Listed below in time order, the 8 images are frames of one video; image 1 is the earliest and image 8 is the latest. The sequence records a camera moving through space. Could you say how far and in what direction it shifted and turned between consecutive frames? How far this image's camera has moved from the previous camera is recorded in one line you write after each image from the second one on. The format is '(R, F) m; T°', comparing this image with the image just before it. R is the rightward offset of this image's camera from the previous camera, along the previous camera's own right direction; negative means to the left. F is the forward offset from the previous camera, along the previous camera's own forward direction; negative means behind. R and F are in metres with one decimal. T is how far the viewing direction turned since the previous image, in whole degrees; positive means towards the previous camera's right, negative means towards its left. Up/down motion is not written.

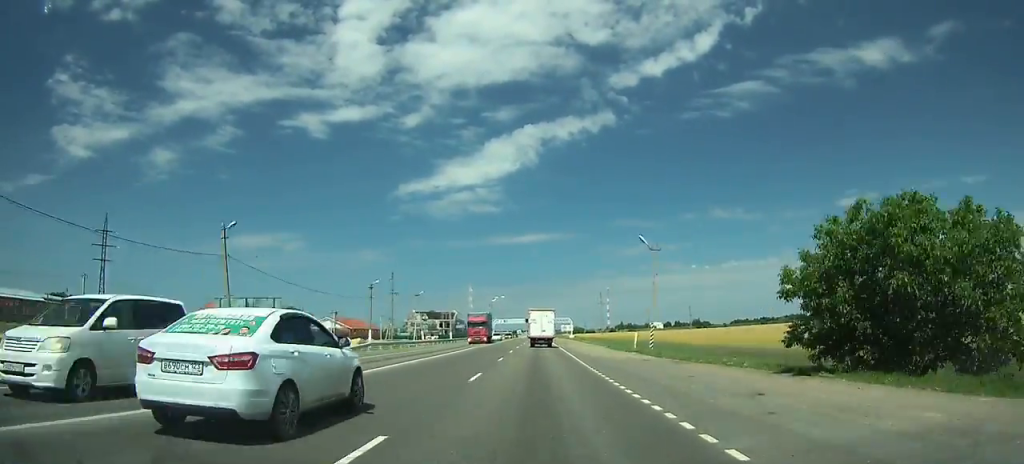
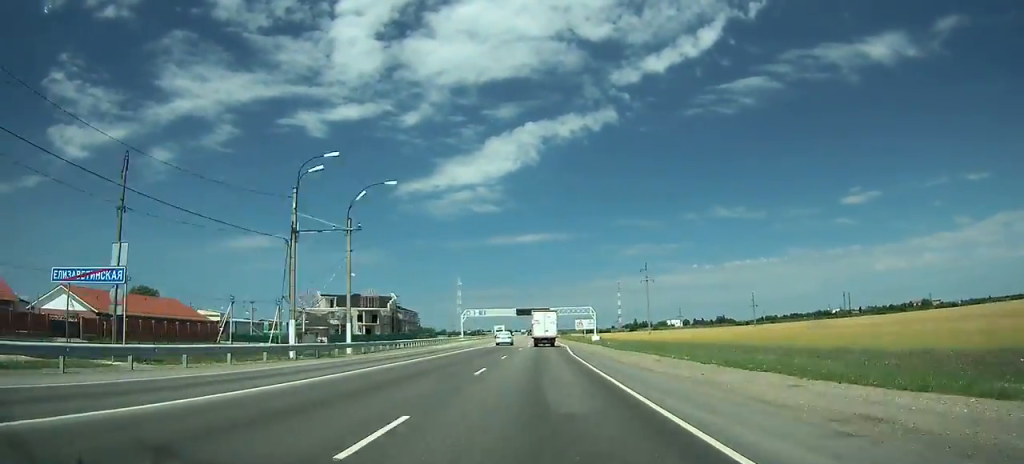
(-0.3, +118.4) m; 0°
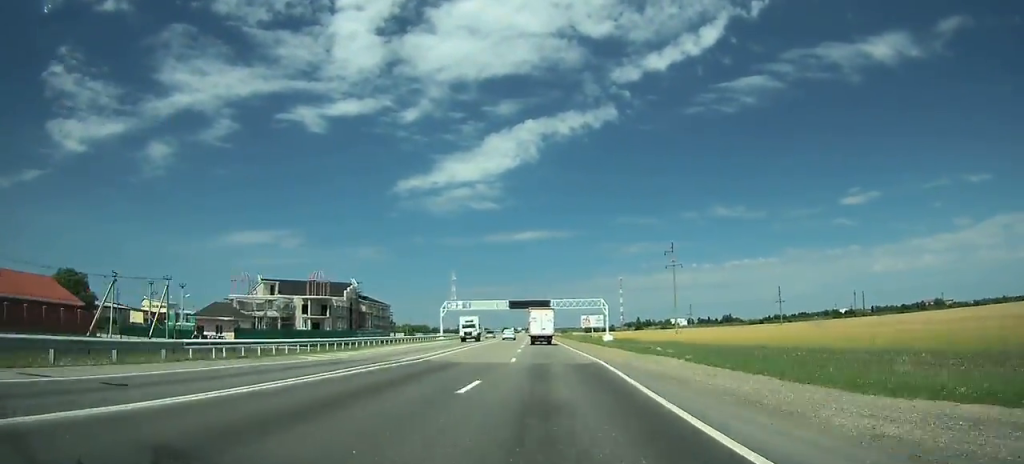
(-0.1, +32.9) m; 0°
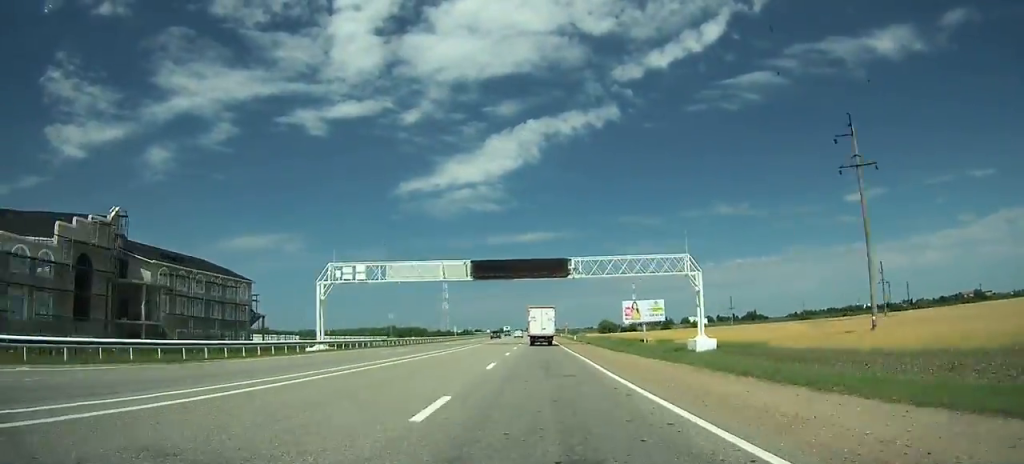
(+0.1, +77.1) m; 0°
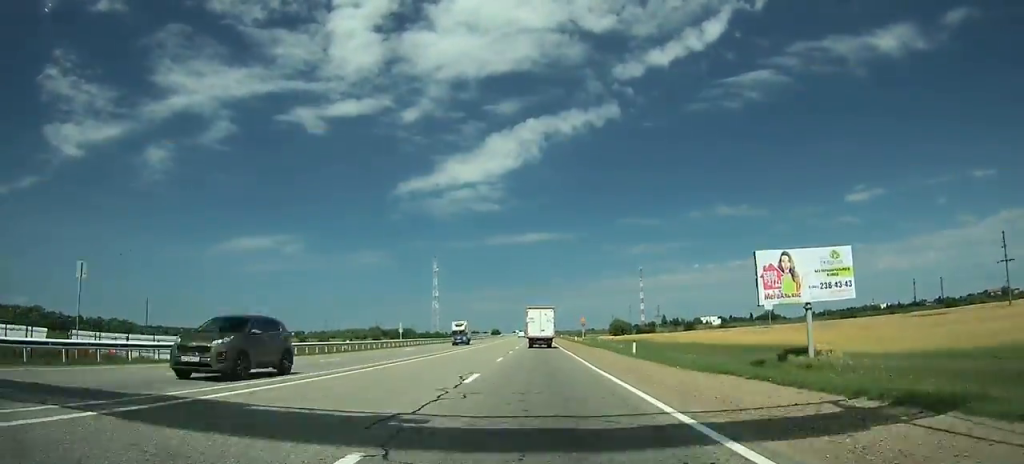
(-0.2, +56.6) m; 0°
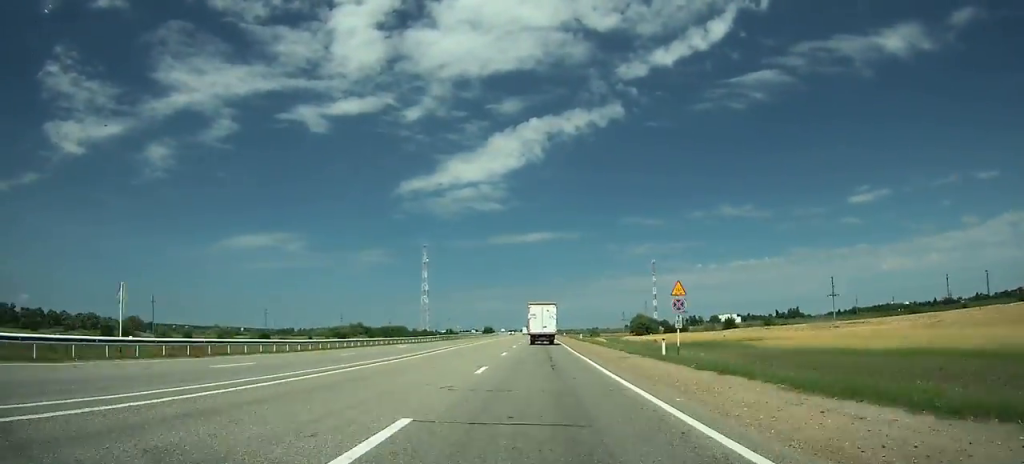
(+0.1, +58.7) m; 0°
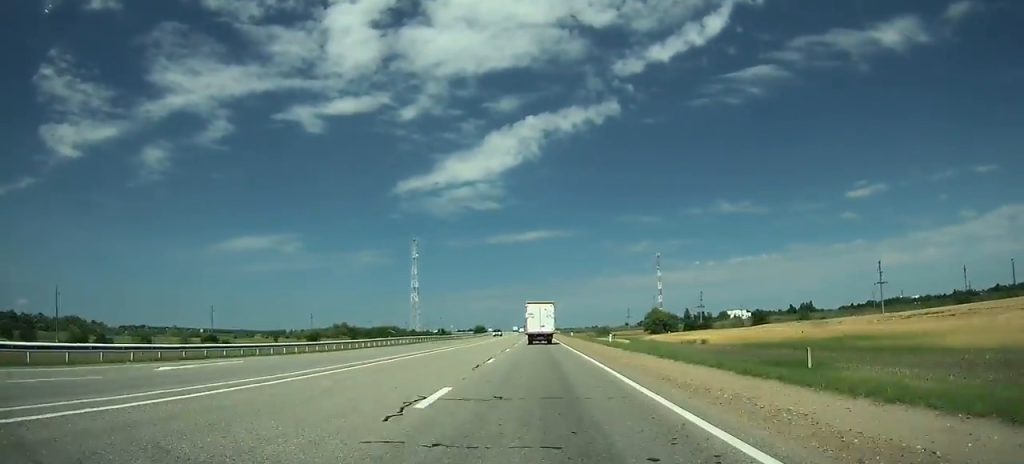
(-0.1, +32.8) m; 0°
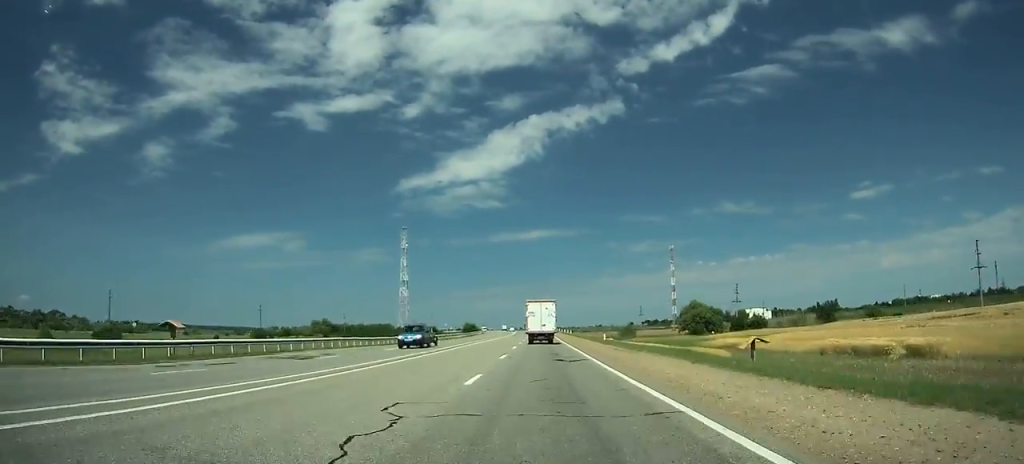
(-0.1, +42.9) m; 0°
